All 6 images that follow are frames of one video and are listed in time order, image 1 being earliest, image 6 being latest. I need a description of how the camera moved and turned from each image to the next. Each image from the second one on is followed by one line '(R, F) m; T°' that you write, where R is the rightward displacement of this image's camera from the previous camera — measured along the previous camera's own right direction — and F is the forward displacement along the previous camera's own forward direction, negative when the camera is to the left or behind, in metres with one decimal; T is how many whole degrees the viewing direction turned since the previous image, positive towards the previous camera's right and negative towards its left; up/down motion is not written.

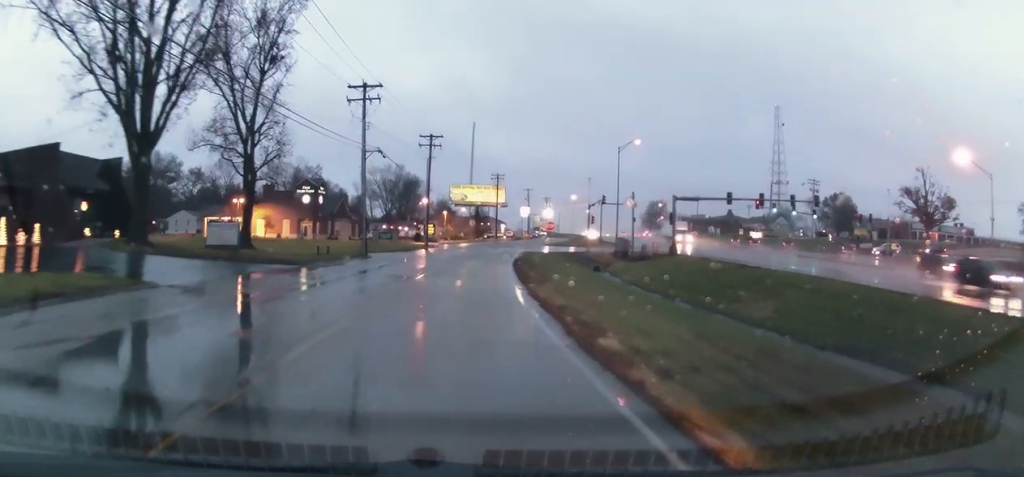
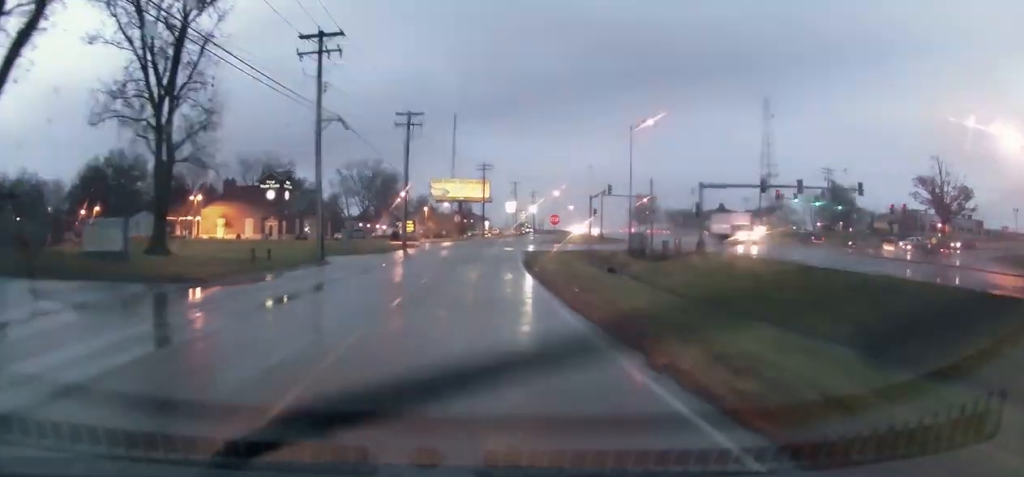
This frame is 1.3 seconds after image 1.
(0.0, +12.5) m; +1°
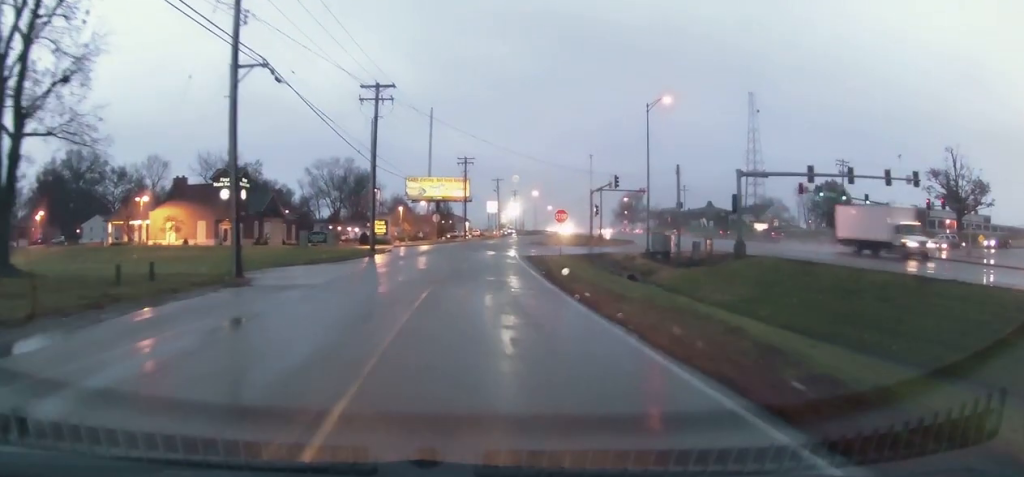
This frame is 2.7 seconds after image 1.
(+0.4, +12.6) m; +2°
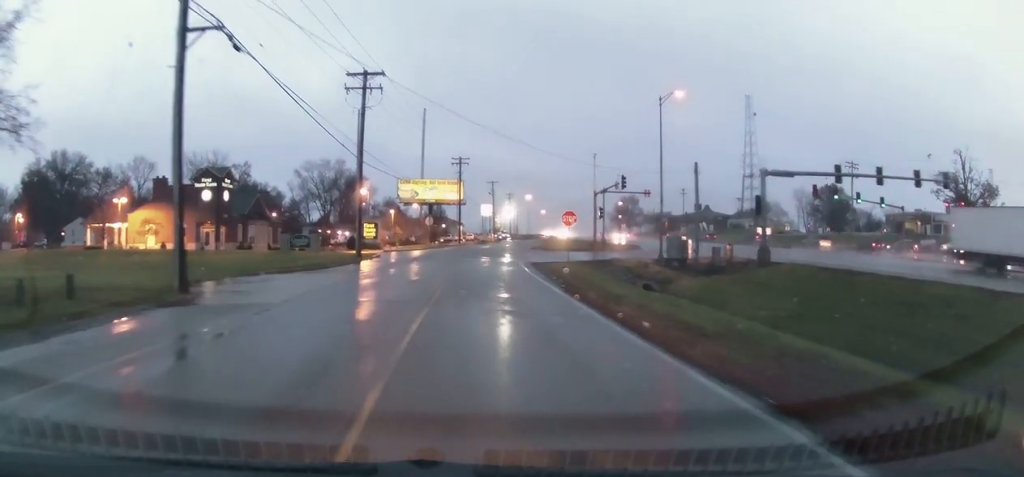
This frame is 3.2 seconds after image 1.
(0.0, +4.9) m; +1°
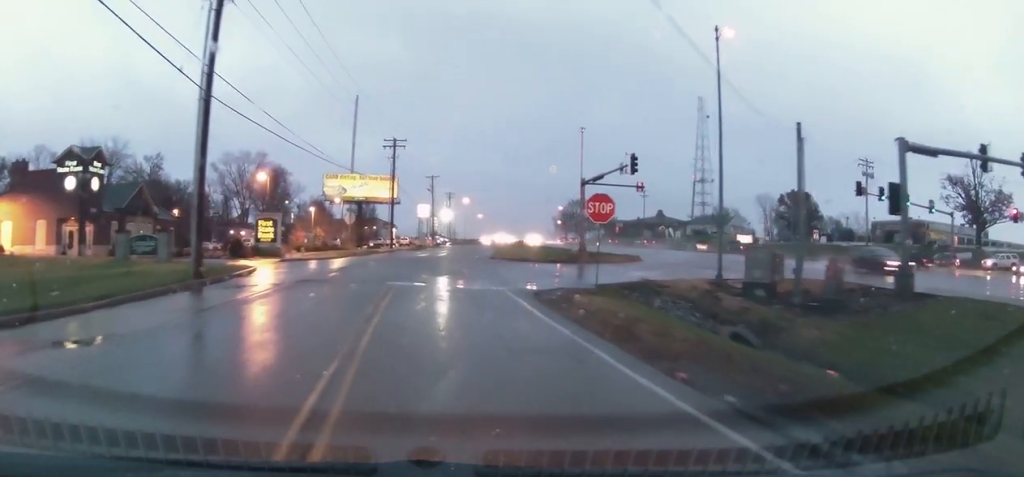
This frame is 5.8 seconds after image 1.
(+0.9, +20.8) m; +3°
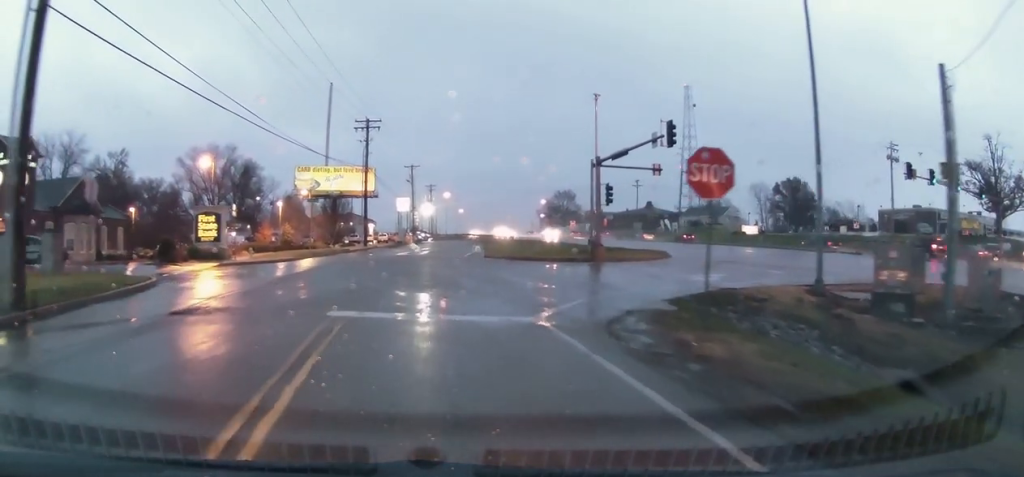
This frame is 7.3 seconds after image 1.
(+0.3, +10.4) m; +2°
